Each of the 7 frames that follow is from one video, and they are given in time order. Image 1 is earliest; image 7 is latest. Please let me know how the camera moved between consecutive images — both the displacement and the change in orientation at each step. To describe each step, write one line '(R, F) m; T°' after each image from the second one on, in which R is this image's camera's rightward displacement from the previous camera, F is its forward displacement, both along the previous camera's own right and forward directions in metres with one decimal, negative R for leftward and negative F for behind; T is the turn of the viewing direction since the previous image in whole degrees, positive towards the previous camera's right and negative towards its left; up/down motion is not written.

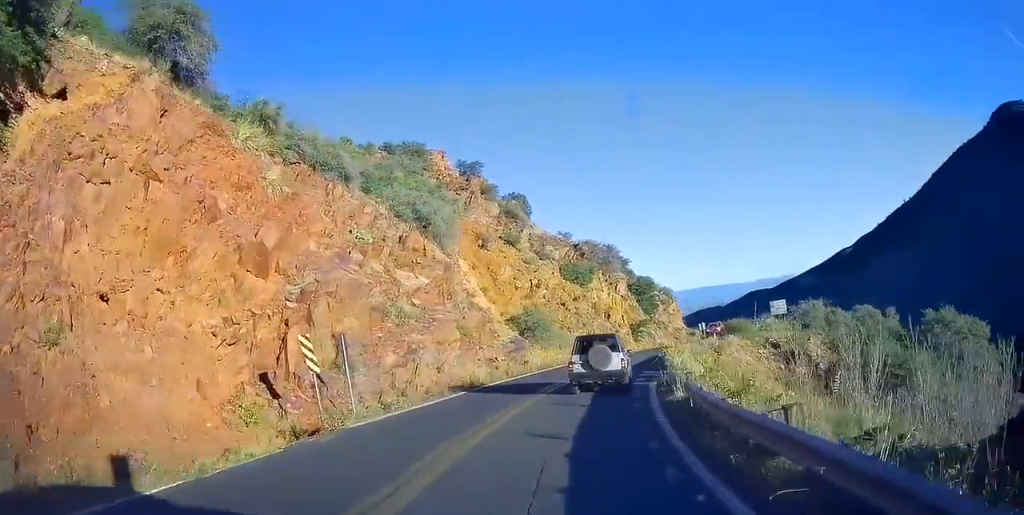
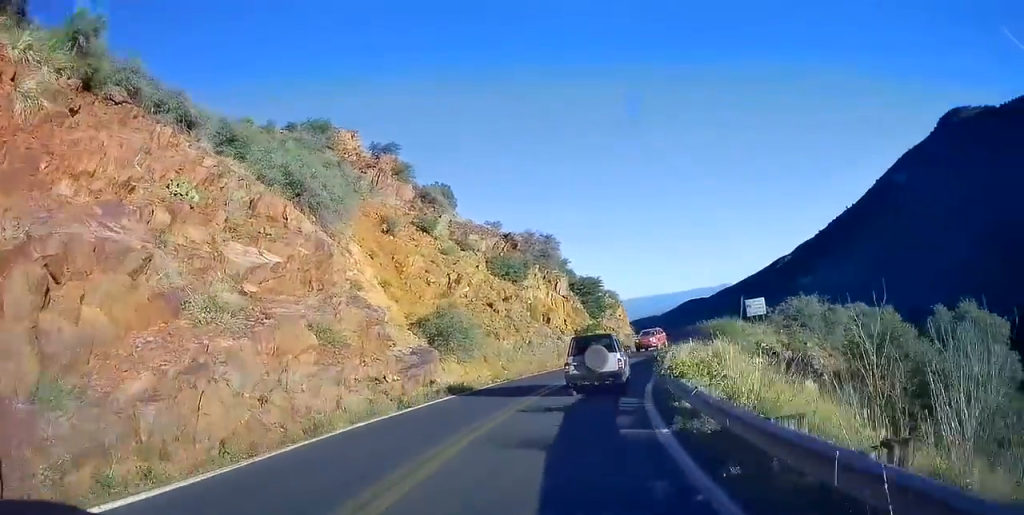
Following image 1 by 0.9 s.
(+0.5, +10.1) m; +6°
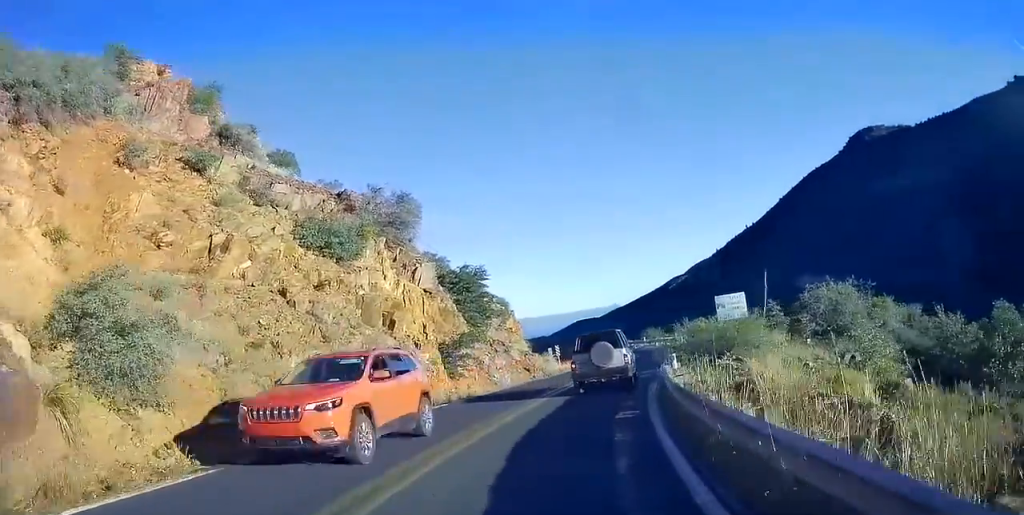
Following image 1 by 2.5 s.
(+1.9, +17.4) m; +14°
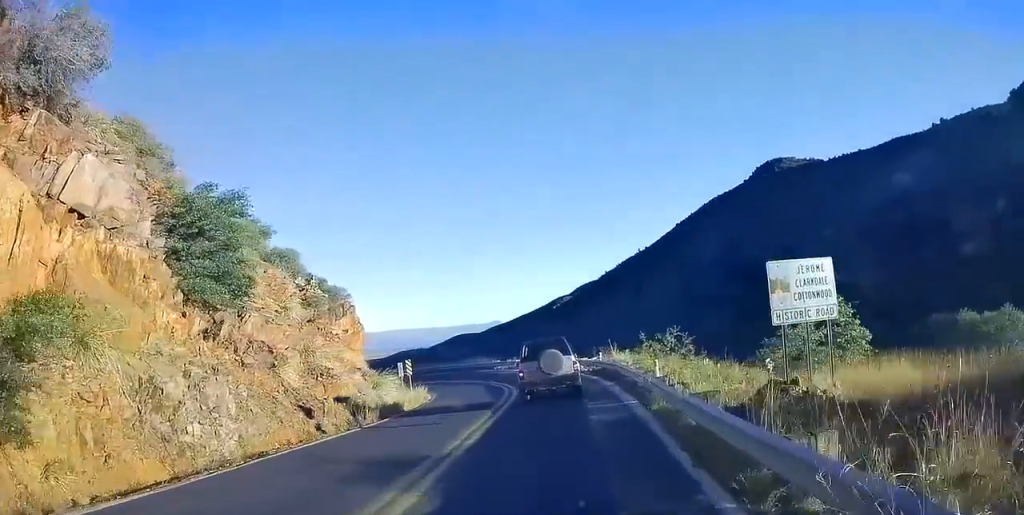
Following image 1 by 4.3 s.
(+2.1, +18.7) m; +10°
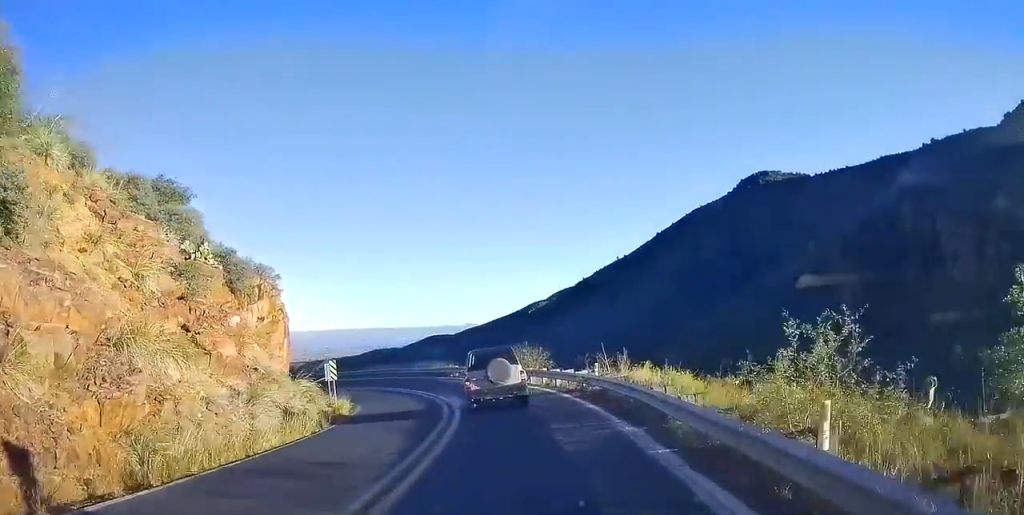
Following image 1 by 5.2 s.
(+0.3, +9.6) m; 0°
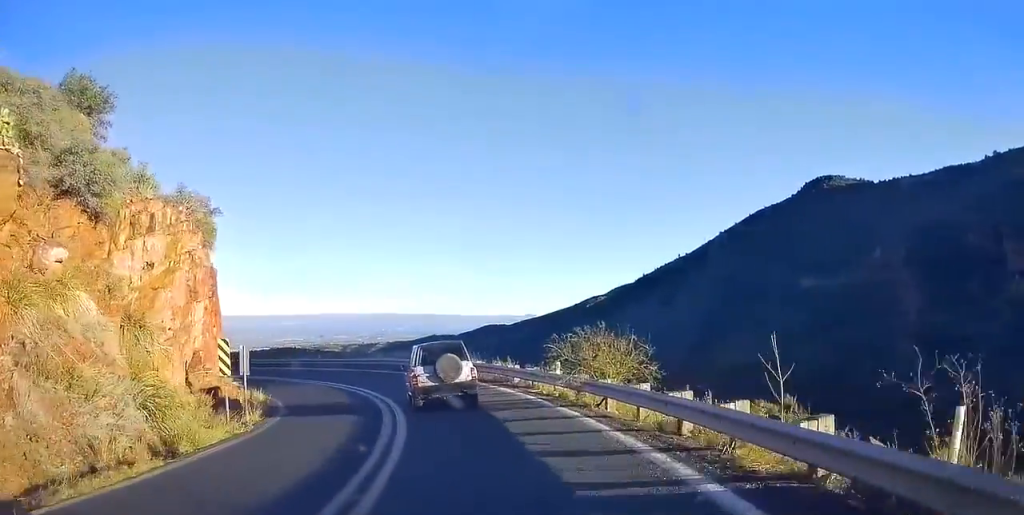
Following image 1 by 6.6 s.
(-0.4, +14.5) m; -6°
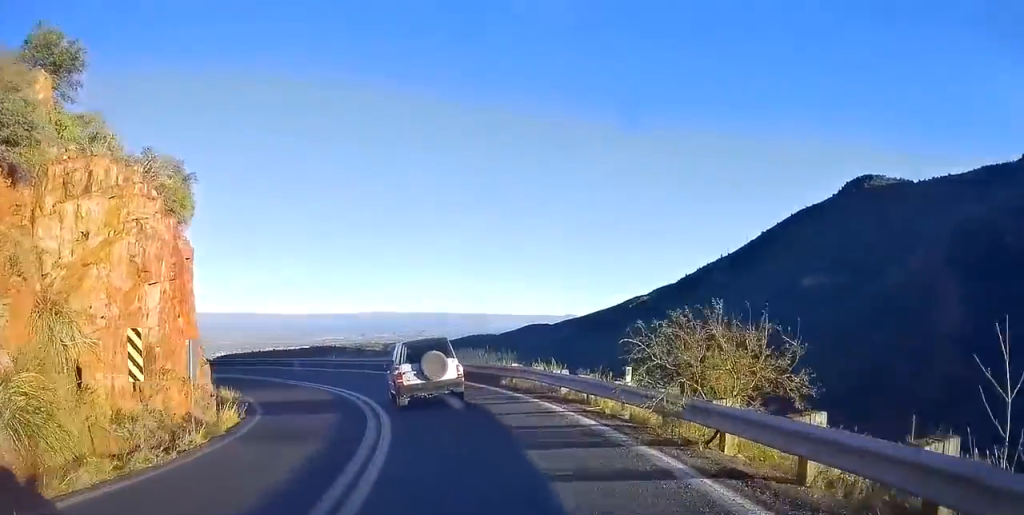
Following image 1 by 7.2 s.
(+0.4, +5.5) m; -5°
